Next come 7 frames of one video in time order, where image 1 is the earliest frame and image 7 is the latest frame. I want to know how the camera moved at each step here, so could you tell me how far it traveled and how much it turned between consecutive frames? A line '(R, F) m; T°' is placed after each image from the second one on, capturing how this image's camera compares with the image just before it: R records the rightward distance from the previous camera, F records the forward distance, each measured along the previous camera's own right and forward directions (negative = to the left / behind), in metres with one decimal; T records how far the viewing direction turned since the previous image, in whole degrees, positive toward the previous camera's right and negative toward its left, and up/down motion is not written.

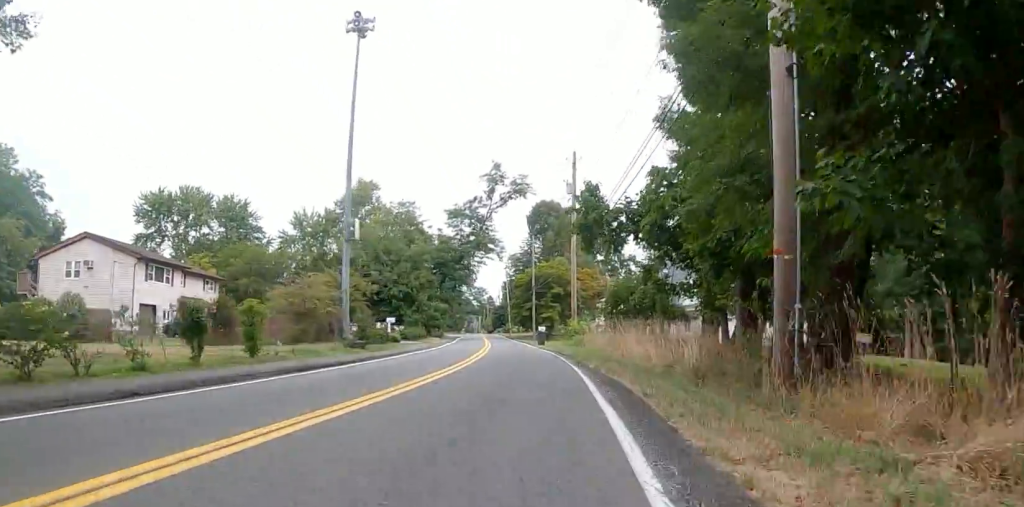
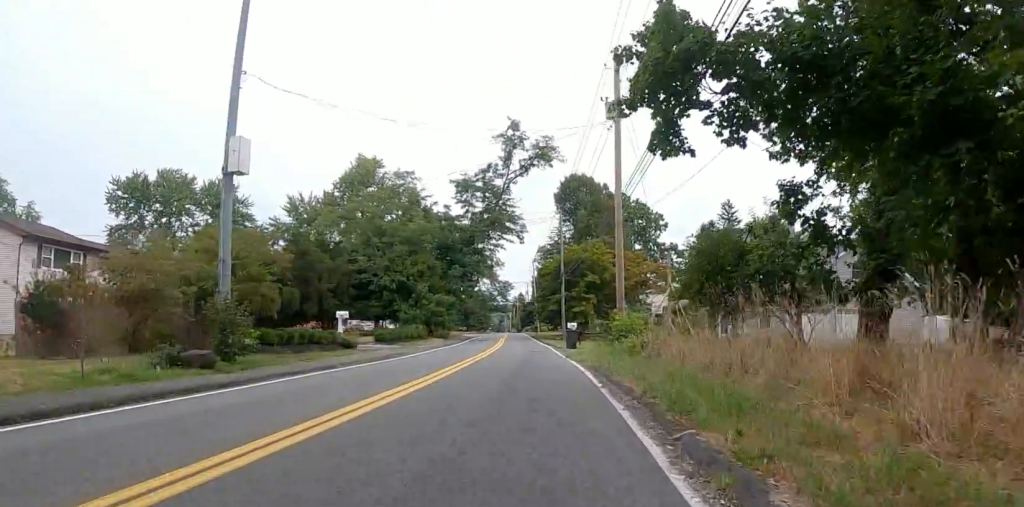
(+0.1, +14.0) m; +1°
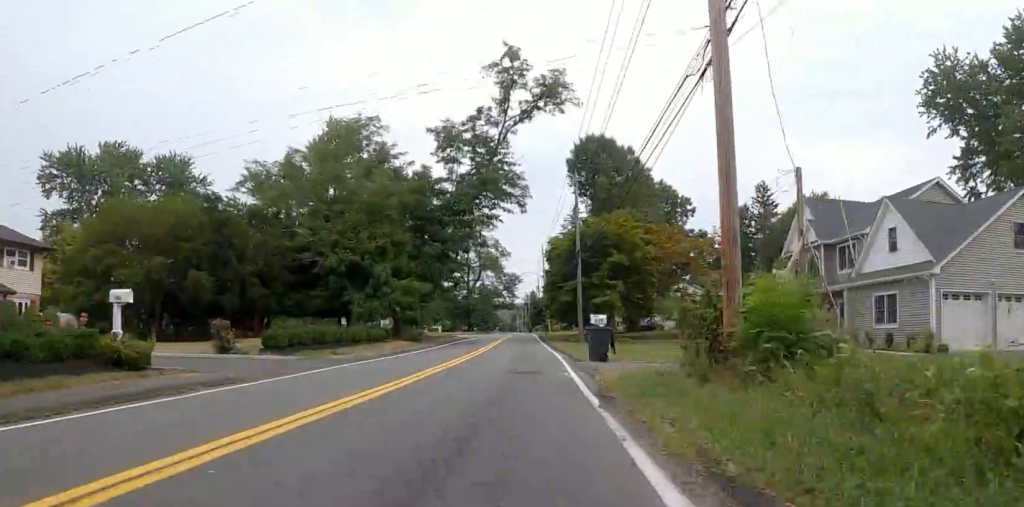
(-1.4, +14.5) m; -7°
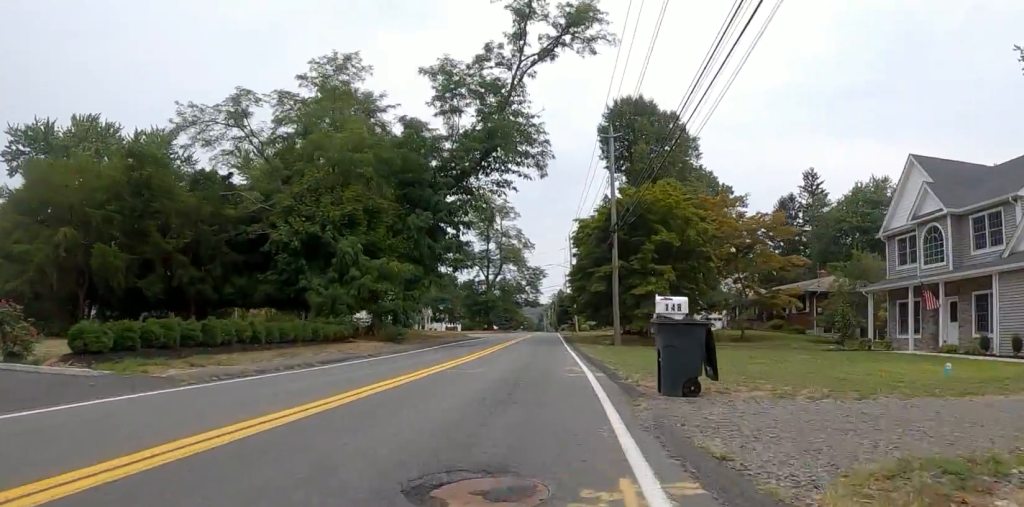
(-0.1, +9.9) m; 0°
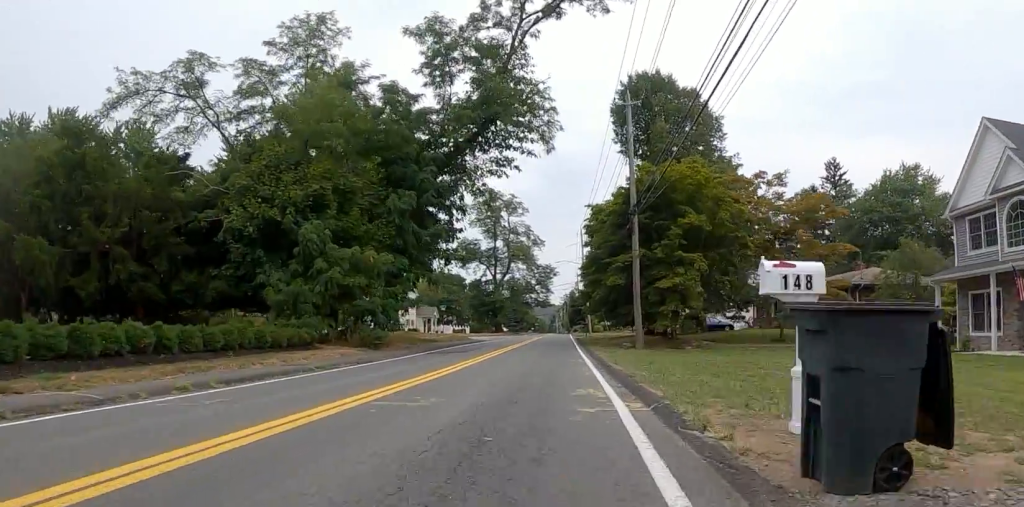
(0.0, +4.9) m; 0°
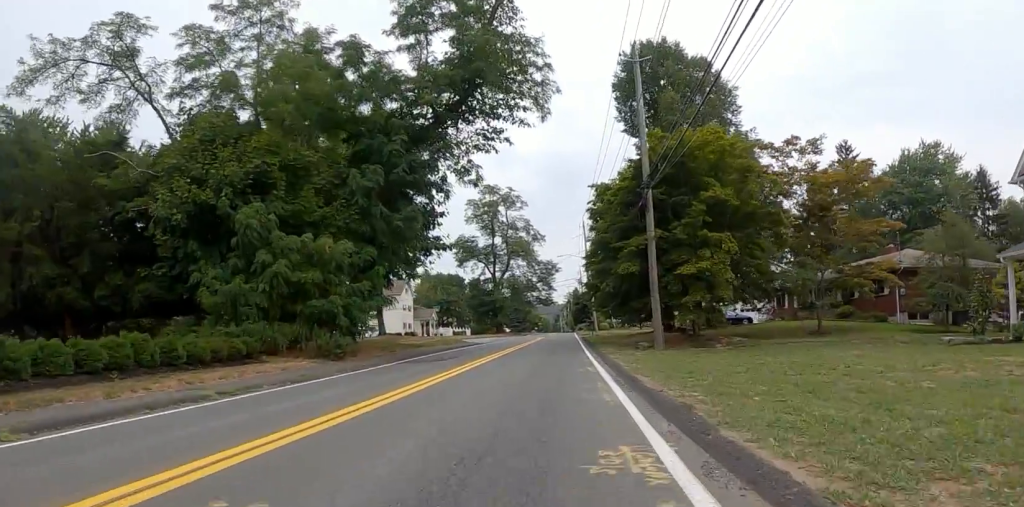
(0.0, +4.4) m; 0°
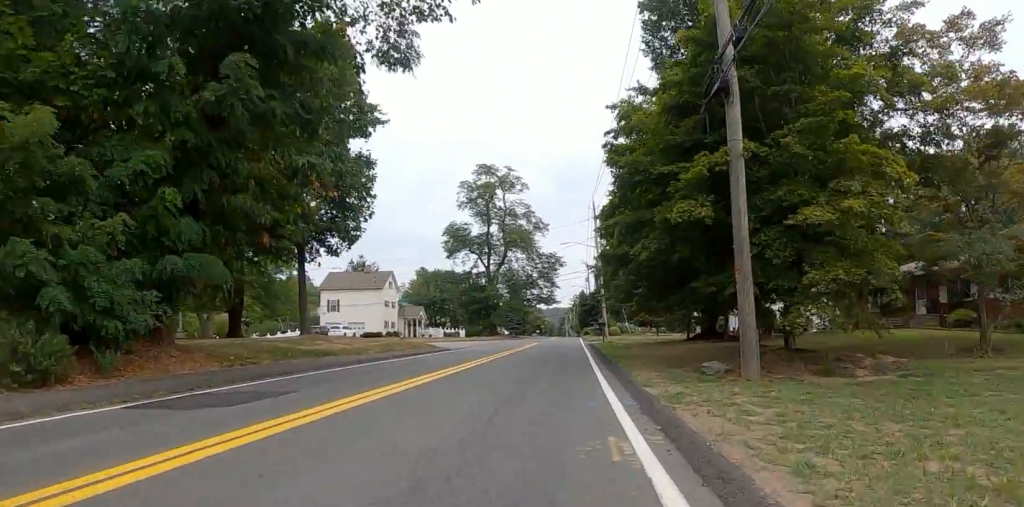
(0.0, +11.3) m; -1°
